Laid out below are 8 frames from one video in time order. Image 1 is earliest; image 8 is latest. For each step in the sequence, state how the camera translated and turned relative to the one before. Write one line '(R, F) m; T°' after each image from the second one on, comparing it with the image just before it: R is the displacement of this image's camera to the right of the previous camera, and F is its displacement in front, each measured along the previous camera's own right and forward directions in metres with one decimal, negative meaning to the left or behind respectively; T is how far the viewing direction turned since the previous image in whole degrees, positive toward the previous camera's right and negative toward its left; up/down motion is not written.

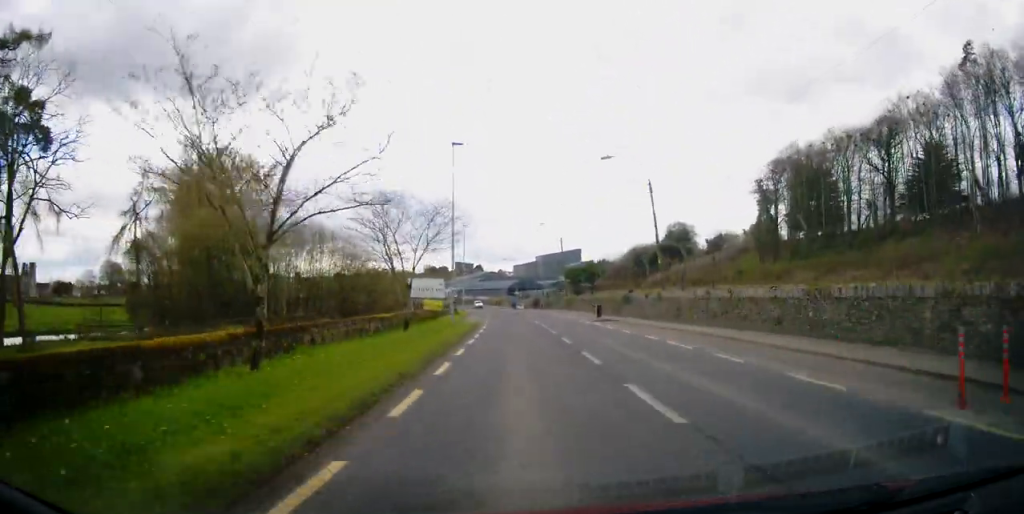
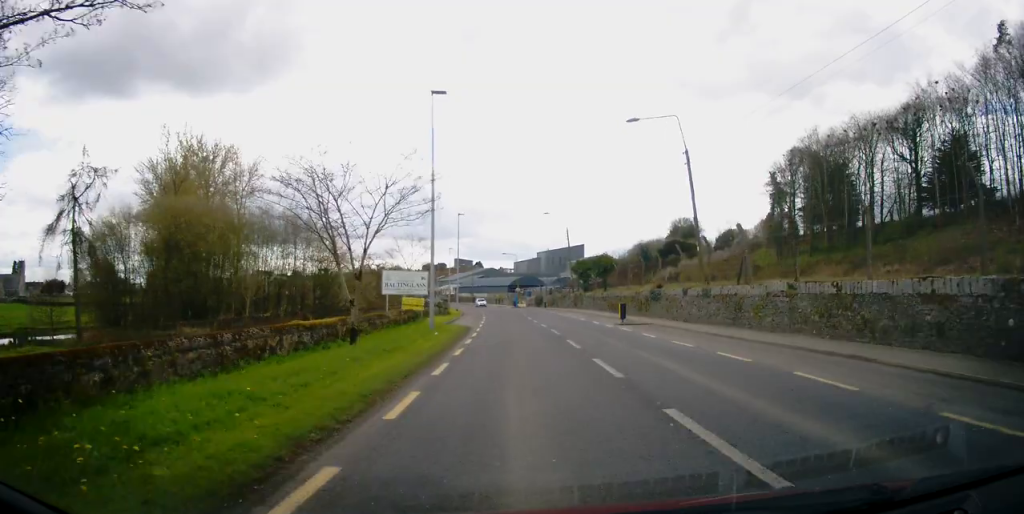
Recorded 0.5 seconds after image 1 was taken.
(0.0, +8.1) m; 0°
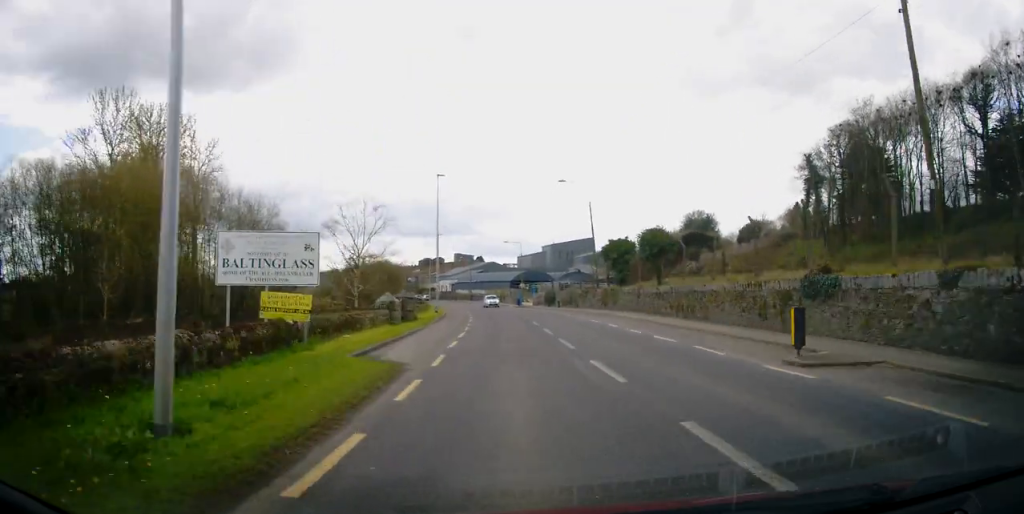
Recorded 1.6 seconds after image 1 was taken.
(-0.1, +18.4) m; -1°
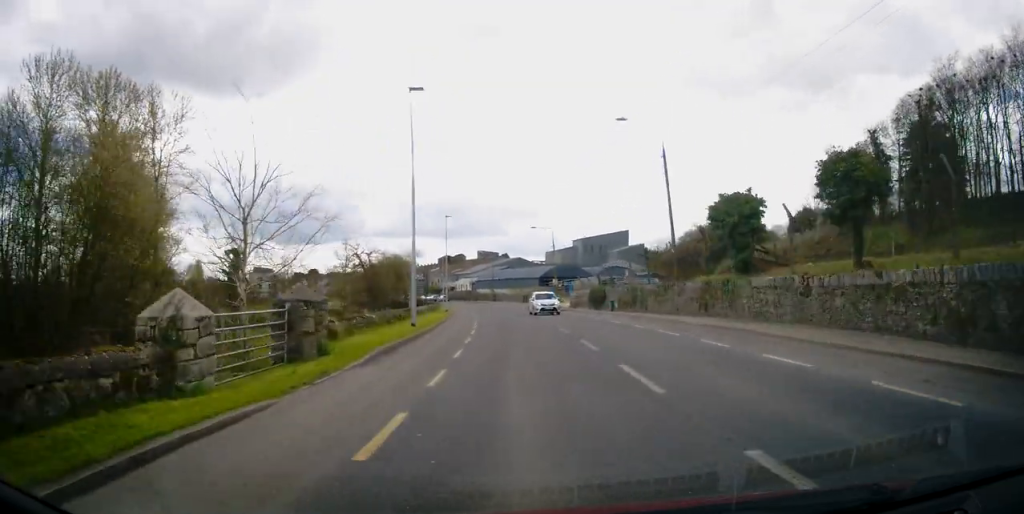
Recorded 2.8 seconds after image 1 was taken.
(-0.2, +18.8) m; -2°
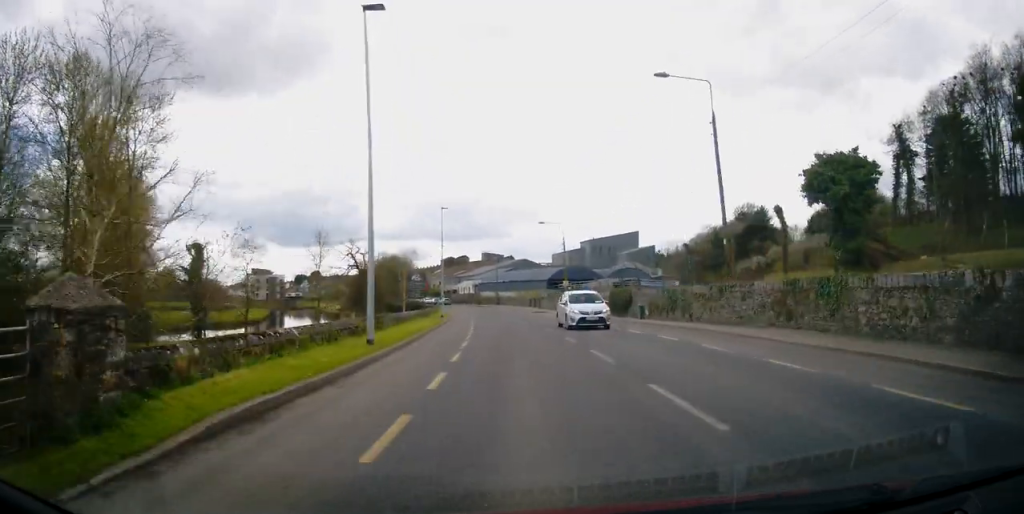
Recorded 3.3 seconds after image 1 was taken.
(0.0, +8.0) m; -1°
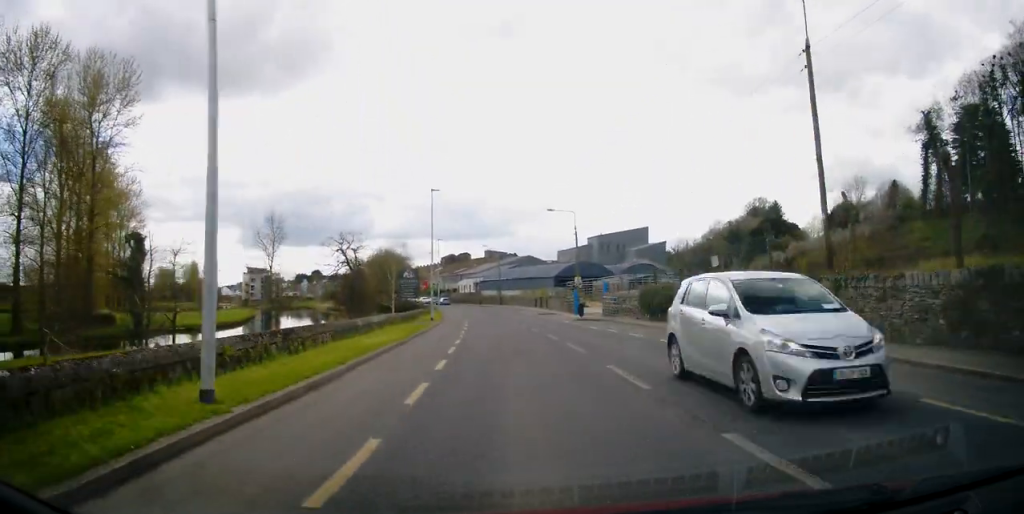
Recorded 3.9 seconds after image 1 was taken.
(-0.2, +9.0) m; -1°
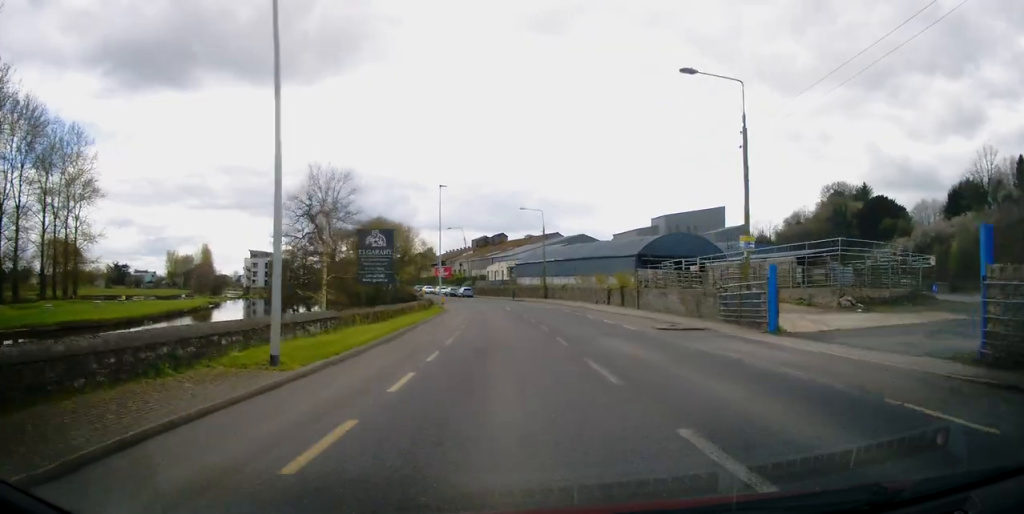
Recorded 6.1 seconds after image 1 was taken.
(-0.9, +35.3) m; -4°
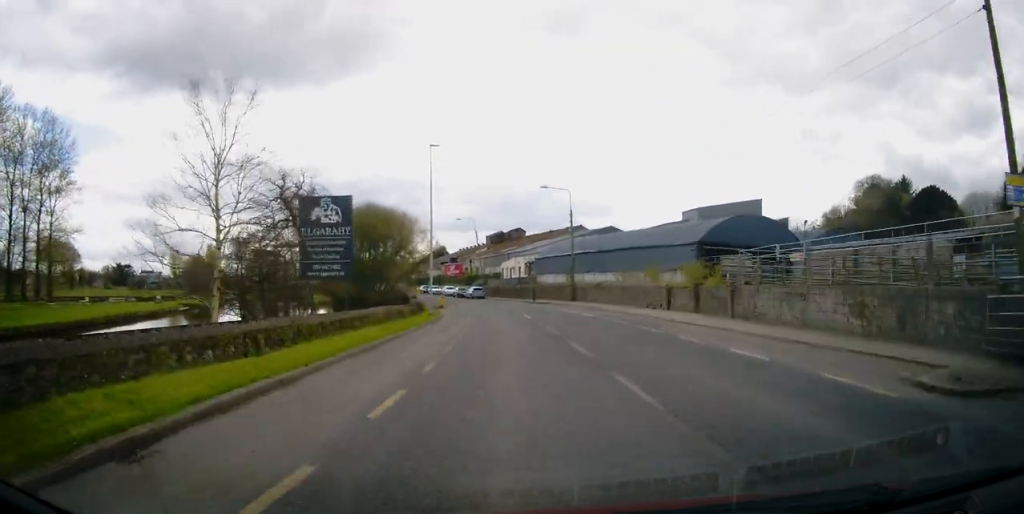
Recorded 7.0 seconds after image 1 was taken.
(-0.3, +13.6) m; -2°
